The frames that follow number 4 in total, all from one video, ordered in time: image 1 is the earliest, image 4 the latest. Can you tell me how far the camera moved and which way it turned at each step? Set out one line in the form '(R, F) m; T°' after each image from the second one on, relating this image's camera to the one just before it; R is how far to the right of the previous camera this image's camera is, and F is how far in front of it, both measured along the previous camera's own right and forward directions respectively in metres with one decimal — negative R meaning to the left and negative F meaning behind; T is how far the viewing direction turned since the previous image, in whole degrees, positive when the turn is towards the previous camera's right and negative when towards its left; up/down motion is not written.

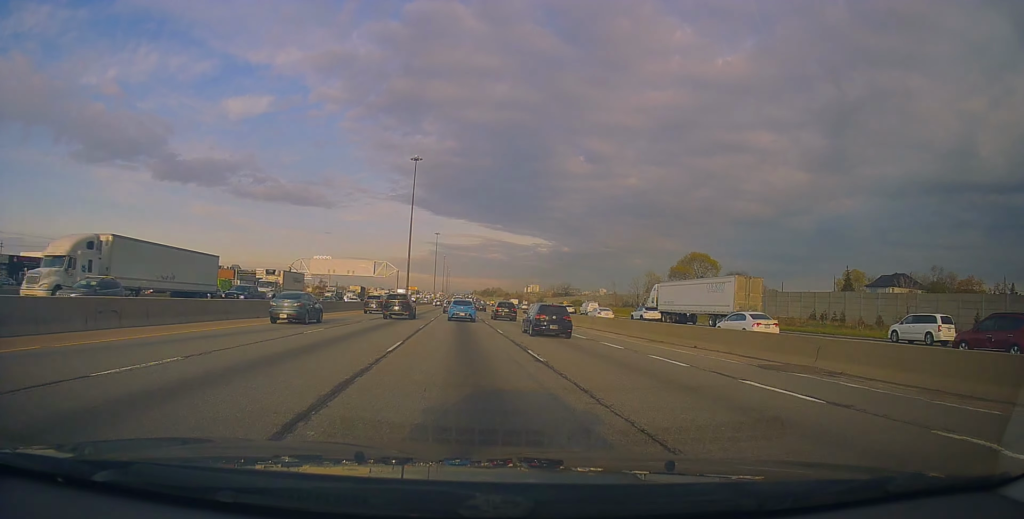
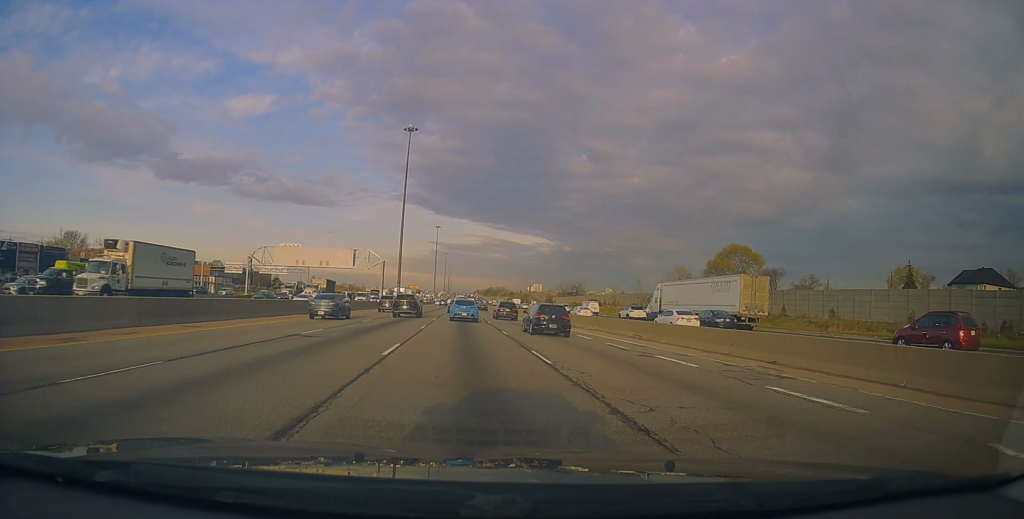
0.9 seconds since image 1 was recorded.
(-0.3, +24.9) m; -1°
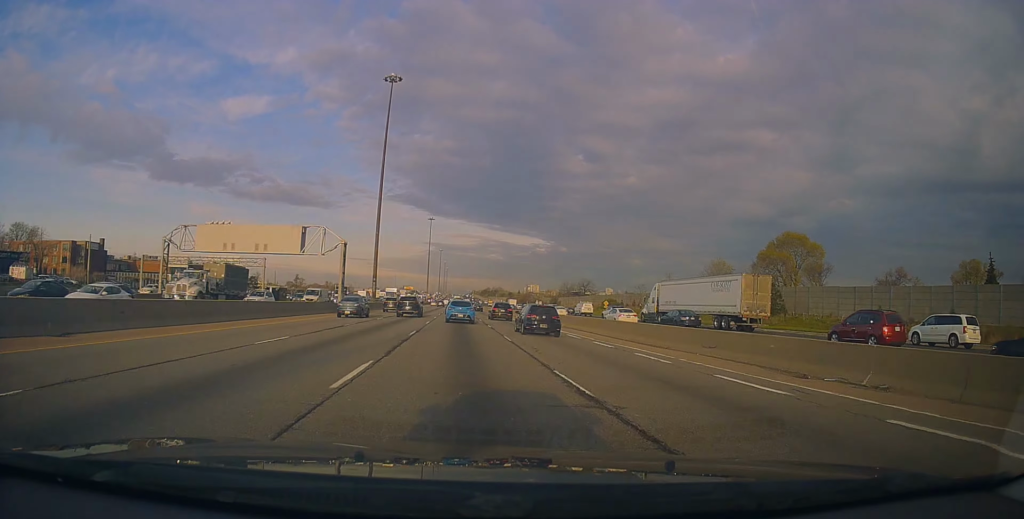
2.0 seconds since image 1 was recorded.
(-0.2, +27.7) m; +1°
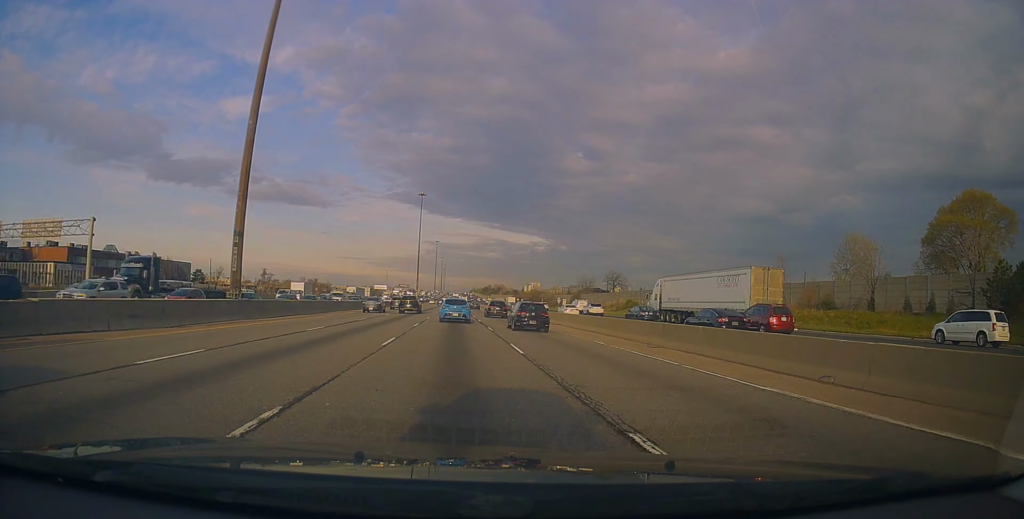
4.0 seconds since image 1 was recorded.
(+0.2, +52.4) m; 0°
